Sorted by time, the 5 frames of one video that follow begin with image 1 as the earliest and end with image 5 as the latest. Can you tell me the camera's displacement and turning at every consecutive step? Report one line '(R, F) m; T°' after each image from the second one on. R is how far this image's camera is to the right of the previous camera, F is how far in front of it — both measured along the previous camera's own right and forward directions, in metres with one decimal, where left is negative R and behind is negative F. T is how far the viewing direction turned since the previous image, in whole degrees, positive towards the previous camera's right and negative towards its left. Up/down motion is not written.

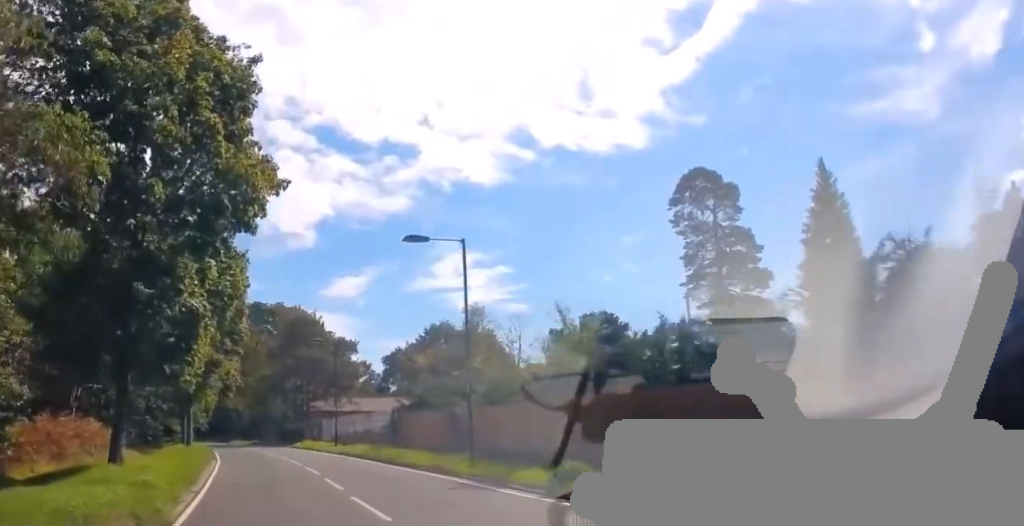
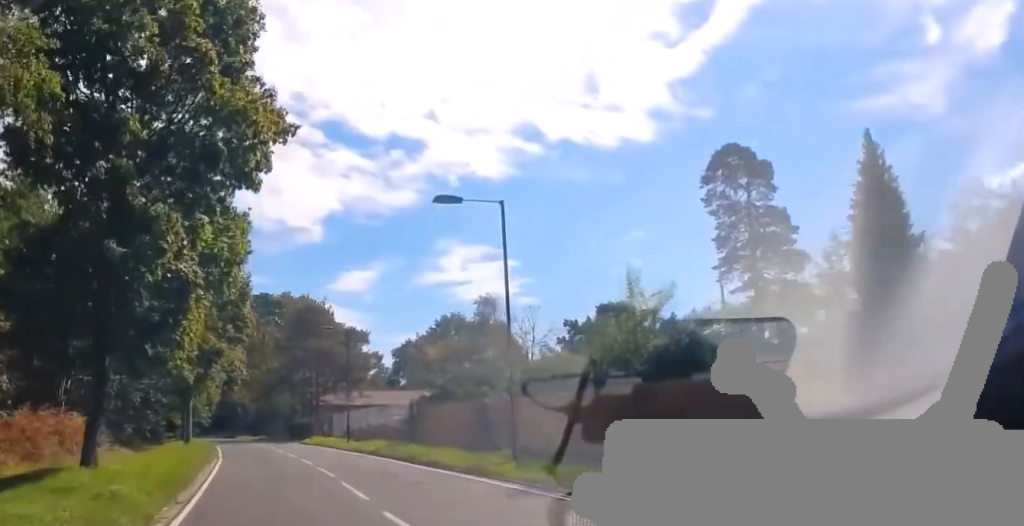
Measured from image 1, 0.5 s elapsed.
(+0.1, +3.6) m; 0°
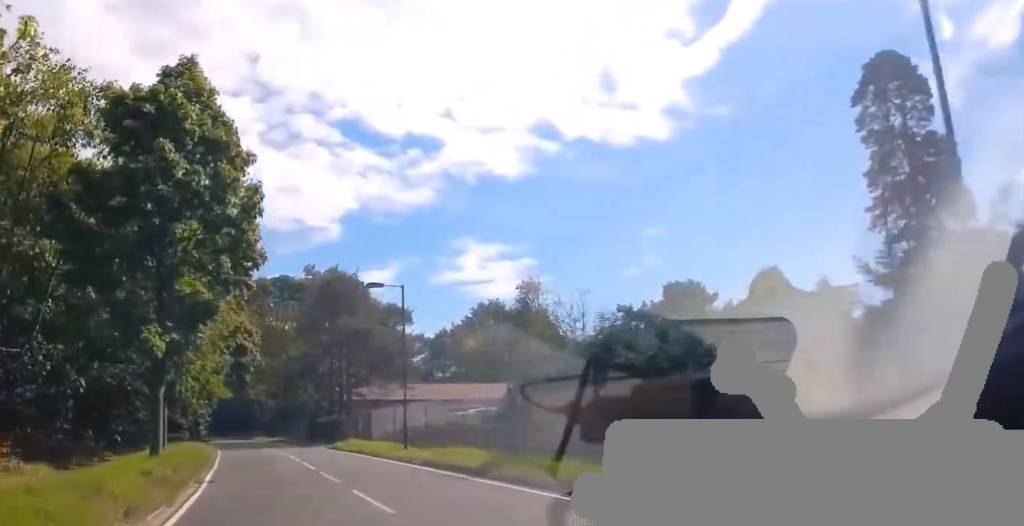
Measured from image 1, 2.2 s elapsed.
(-0.6, +12.8) m; -3°
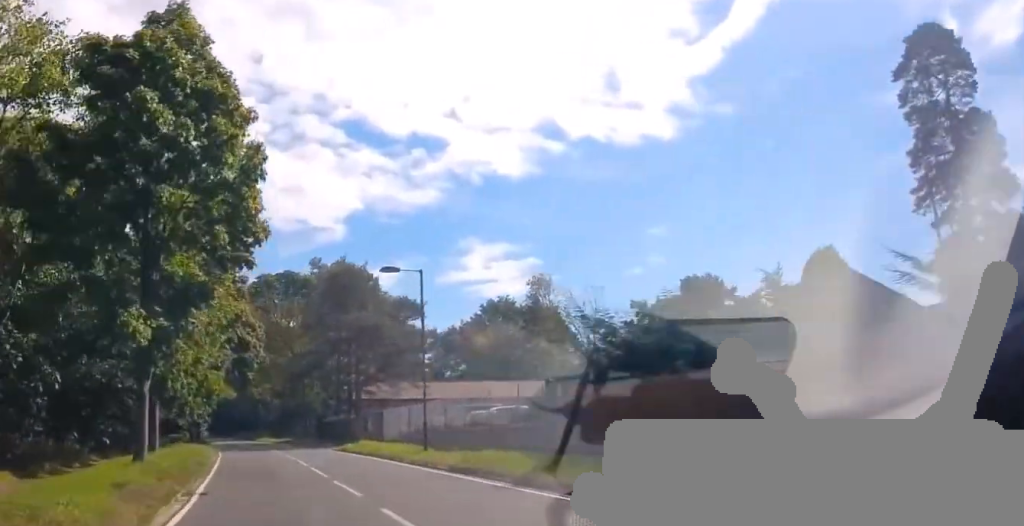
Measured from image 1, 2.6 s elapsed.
(-0.1, +3.1) m; 0°
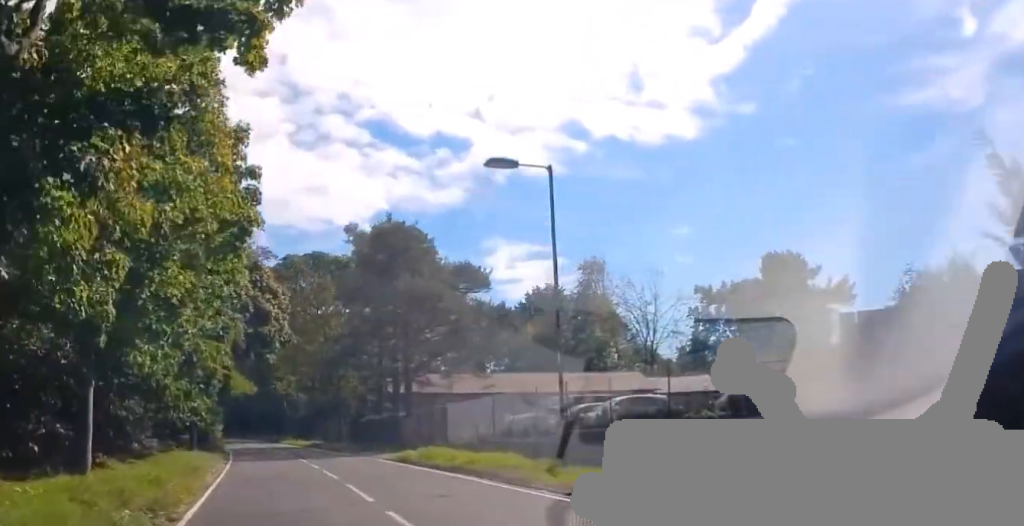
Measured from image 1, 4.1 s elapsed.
(+0.5, +11.4) m; +2°
